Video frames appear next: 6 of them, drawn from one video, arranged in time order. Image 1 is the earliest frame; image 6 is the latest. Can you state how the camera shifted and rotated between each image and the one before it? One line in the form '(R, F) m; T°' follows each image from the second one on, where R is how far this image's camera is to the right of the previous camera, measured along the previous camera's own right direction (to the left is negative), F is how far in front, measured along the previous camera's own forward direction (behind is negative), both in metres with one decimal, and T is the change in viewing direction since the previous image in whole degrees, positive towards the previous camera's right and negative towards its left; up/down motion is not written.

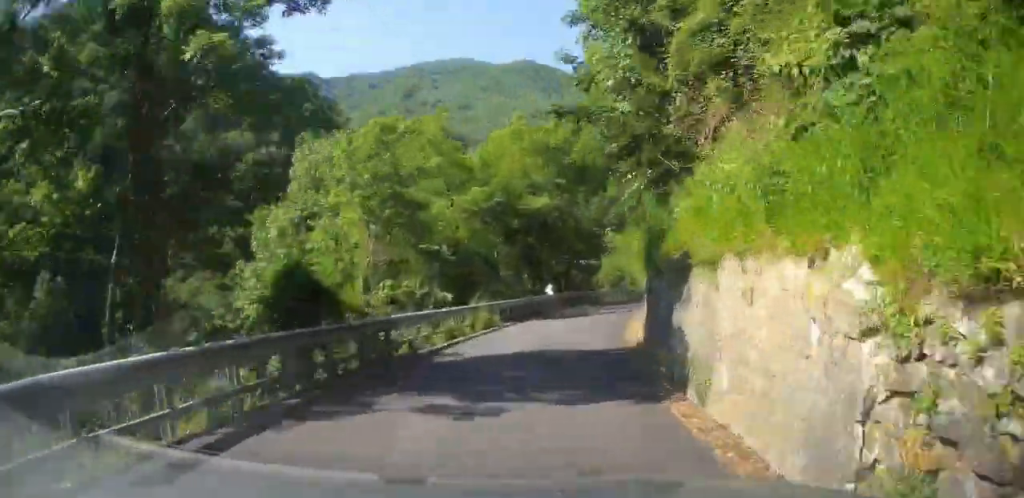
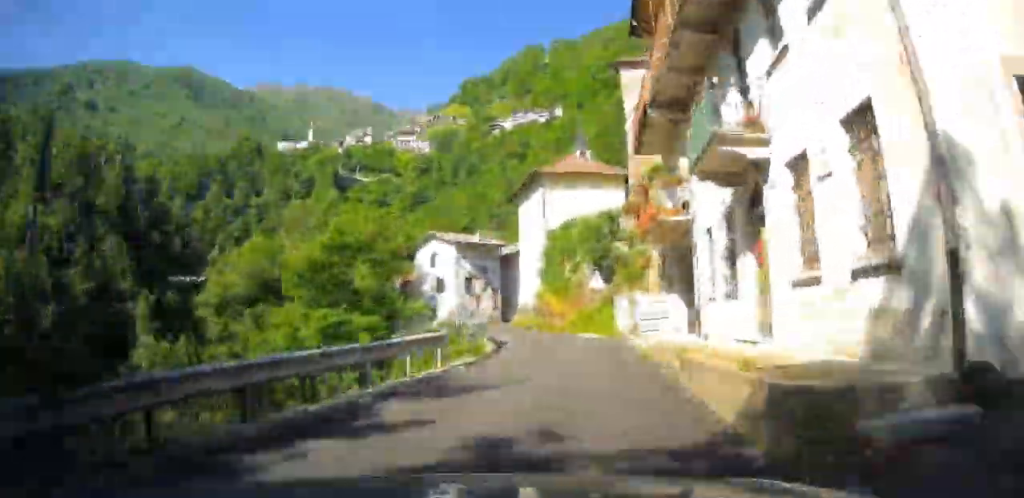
(+8.7, +54.6) m; +31°
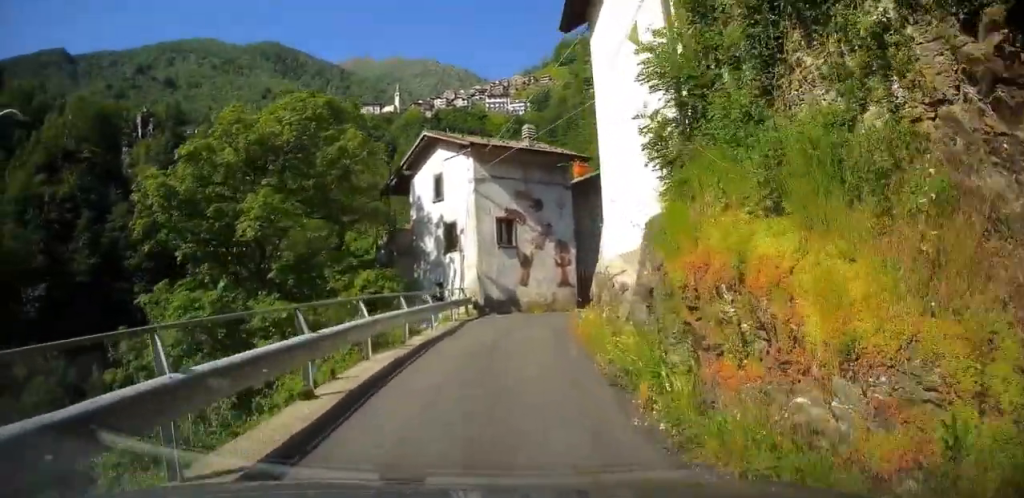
(+3.2, +24.5) m; +4°
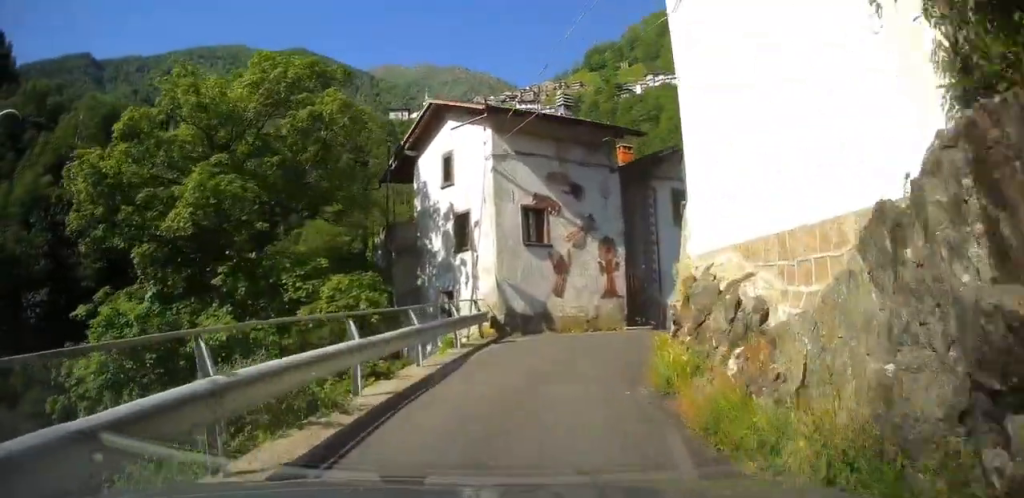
(-0.4, +5.9) m; -4°
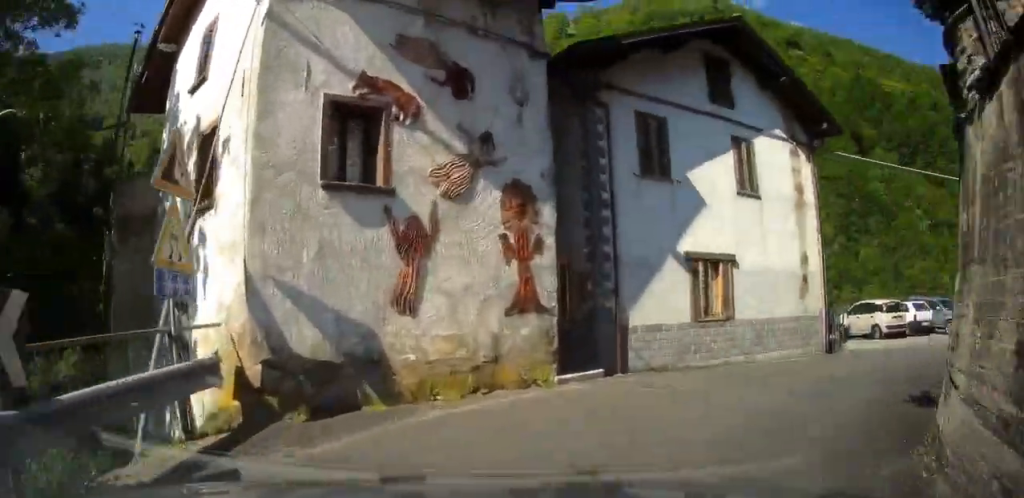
(-0.8, +13.7) m; -16°
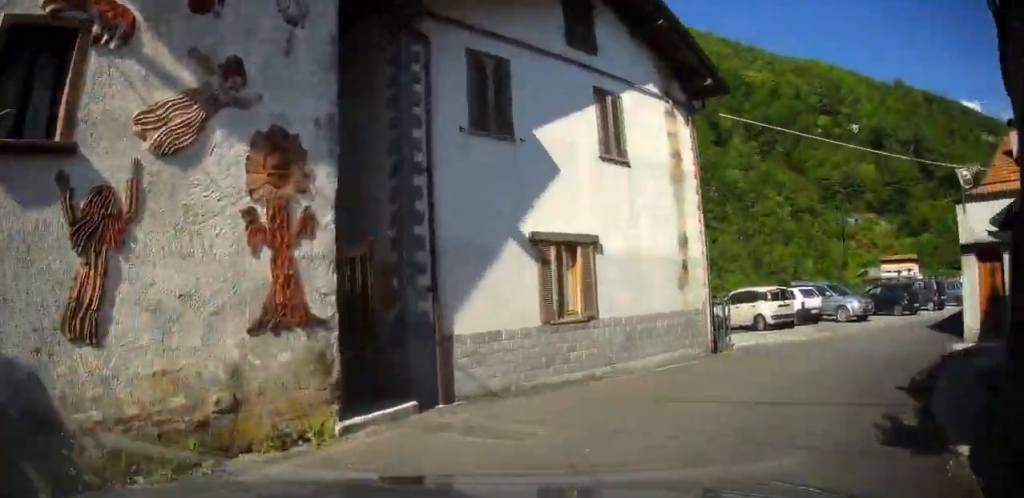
(-0.9, +4.4) m; +9°
